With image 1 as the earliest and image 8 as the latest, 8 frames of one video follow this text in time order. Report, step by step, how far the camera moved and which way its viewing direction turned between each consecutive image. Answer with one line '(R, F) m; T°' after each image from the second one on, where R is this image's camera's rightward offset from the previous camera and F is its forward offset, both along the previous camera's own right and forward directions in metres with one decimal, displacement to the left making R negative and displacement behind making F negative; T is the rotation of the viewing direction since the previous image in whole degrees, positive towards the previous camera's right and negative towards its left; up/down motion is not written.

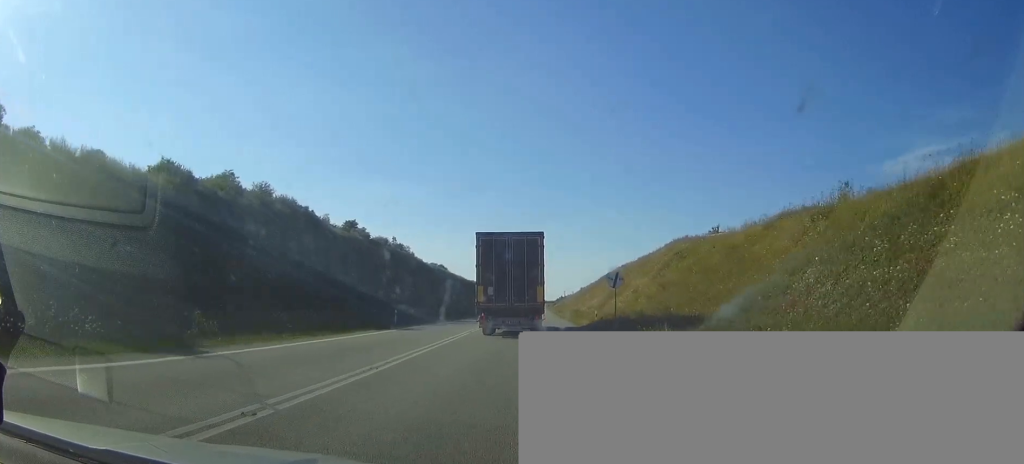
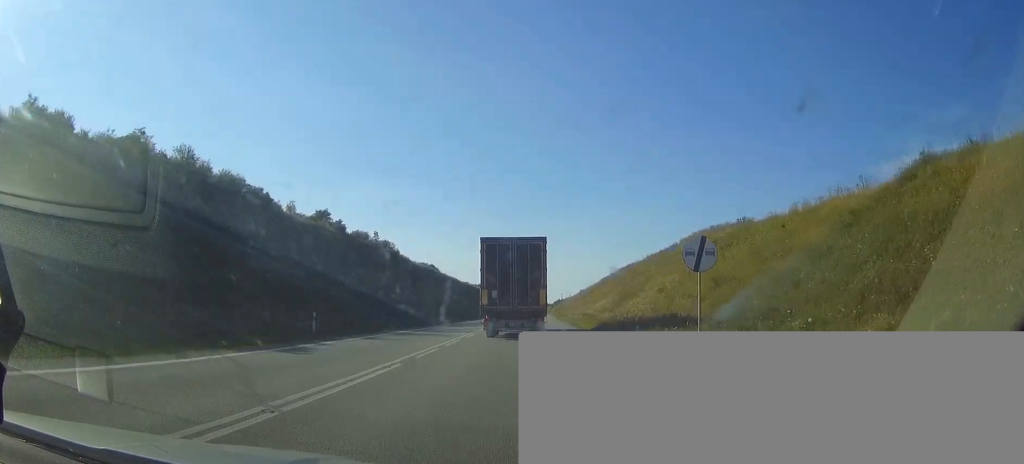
(+0.1, +17.2) m; 0°
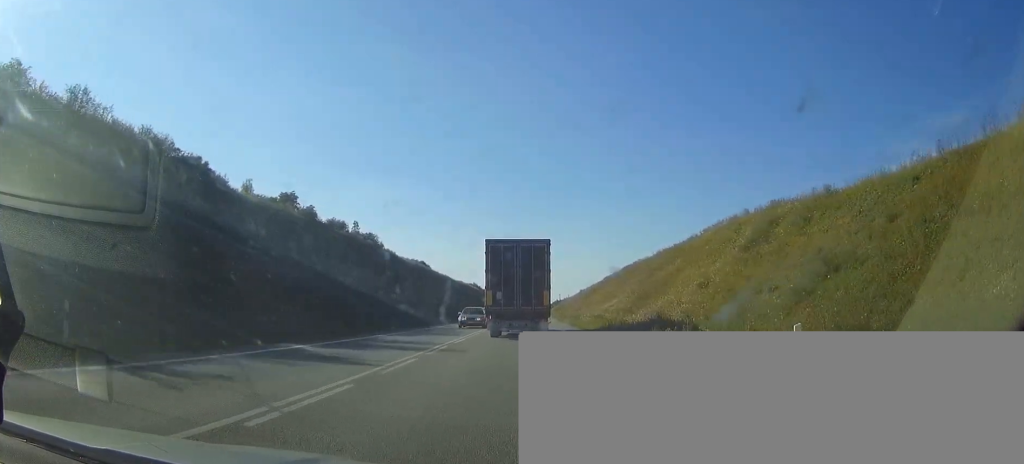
(+0.1, +16.5) m; 0°
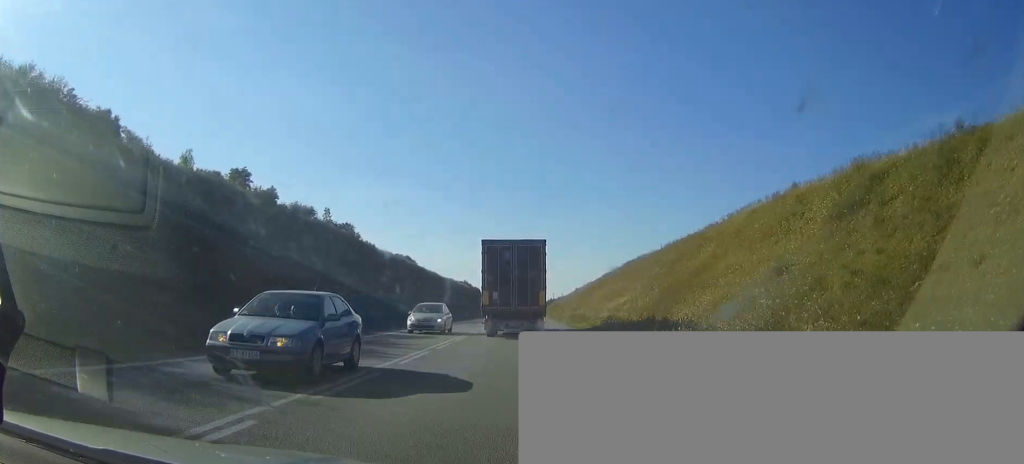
(+0.1, +15.8) m; 0°
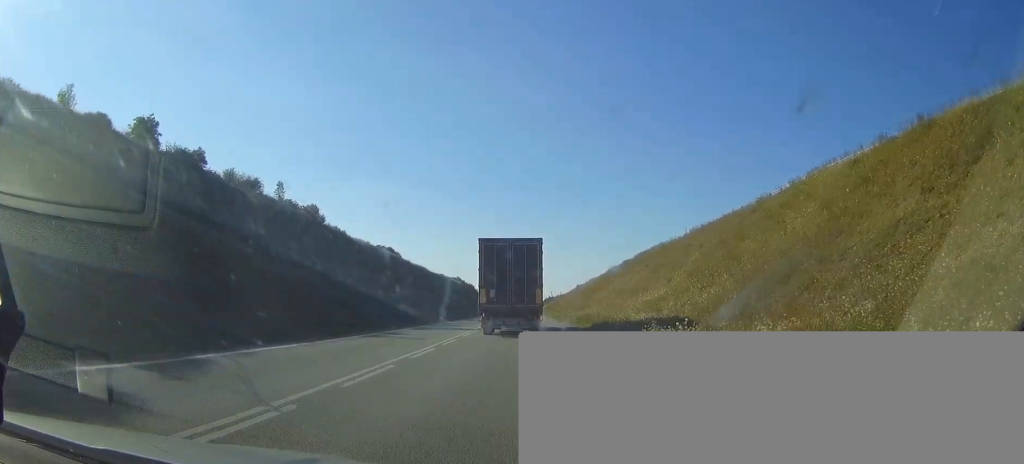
(0.0, +22.8) m; 0°
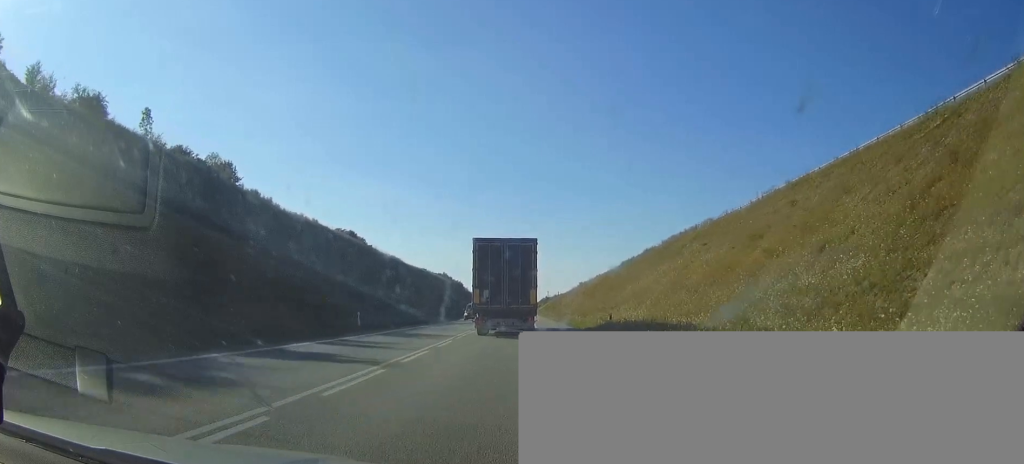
(0.0, +36.9) m; 0°
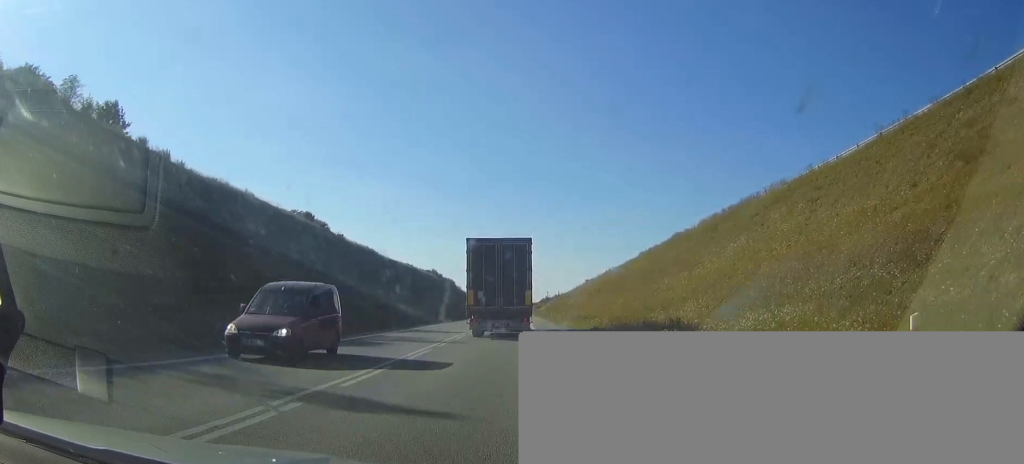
(+0.1, +28.8) m; 0°
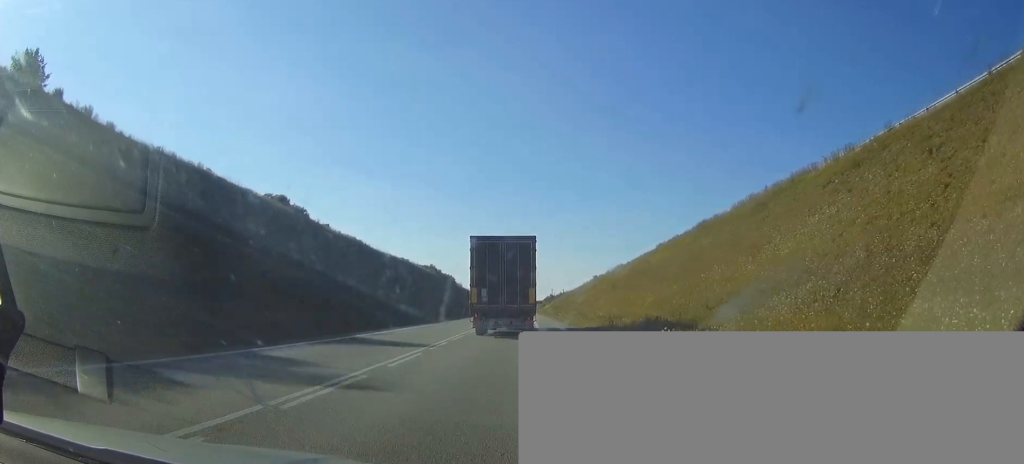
(-0.1, +14.9) m; 0°
